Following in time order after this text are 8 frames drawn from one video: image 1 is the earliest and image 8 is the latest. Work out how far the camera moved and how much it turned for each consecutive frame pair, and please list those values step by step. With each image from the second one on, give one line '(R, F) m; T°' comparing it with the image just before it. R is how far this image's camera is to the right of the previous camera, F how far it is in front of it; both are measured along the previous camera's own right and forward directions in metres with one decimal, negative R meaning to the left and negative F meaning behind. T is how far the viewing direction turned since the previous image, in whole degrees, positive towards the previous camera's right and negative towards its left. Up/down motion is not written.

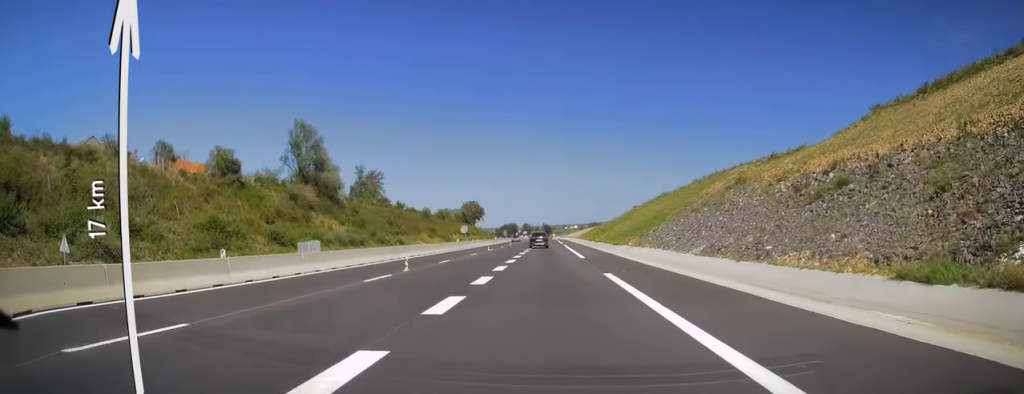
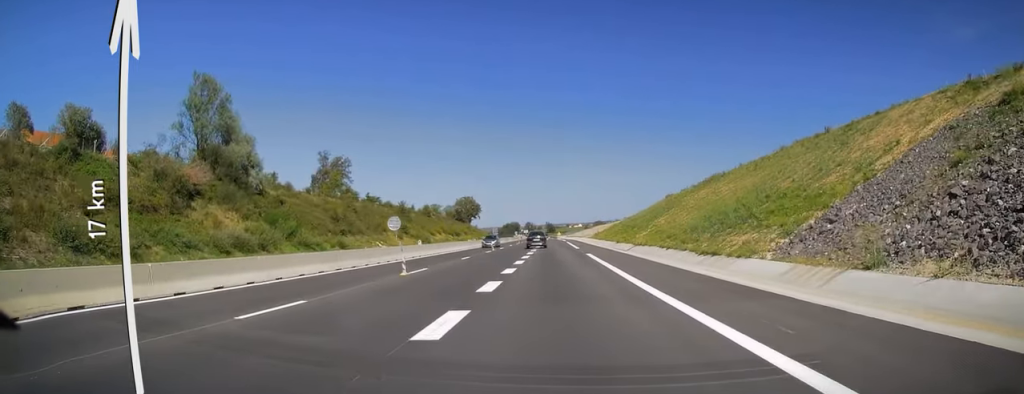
(-0.4, +35.3) m; -1°
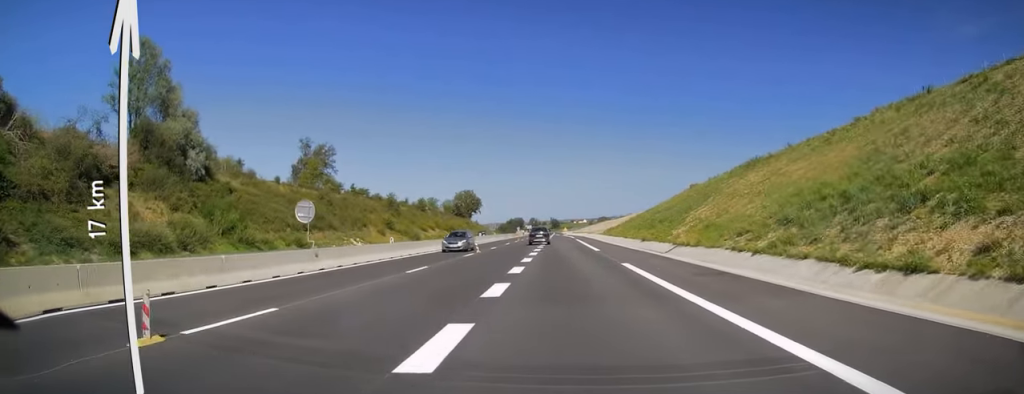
(0.0, +15.2) m; 0°
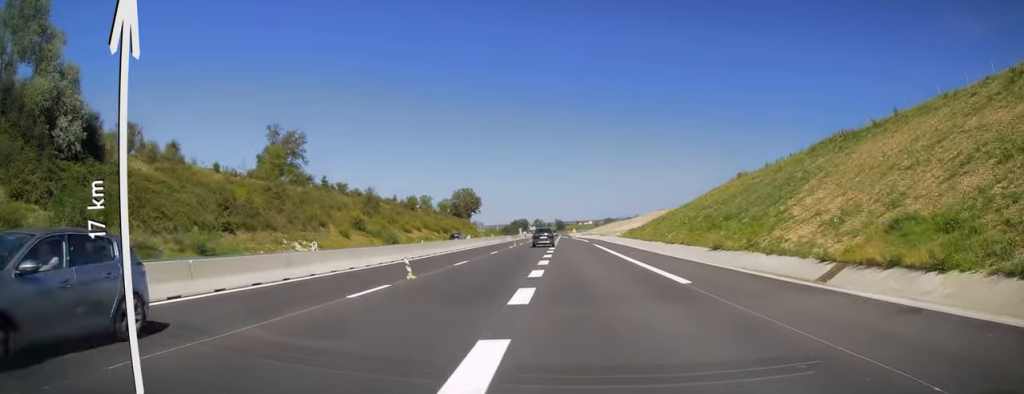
(+0.2, +20.9) m; 0°
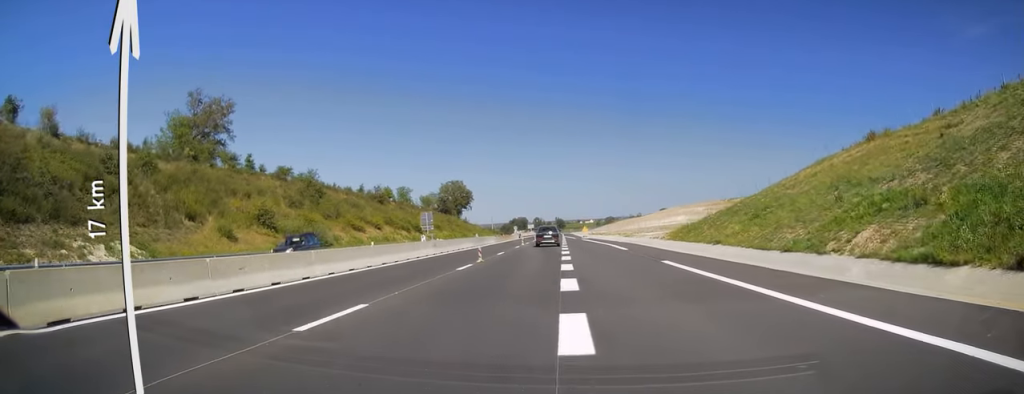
(-0.3, +30.9) m; 0°
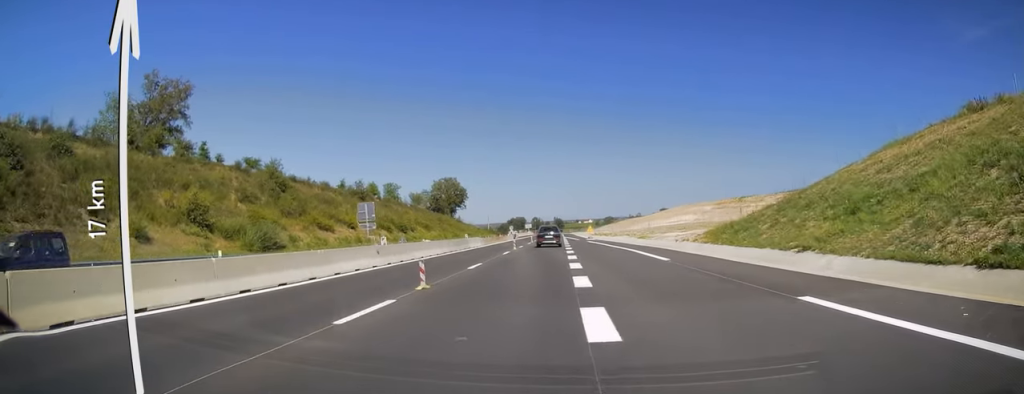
(+0.2, +12.2) m; 0°
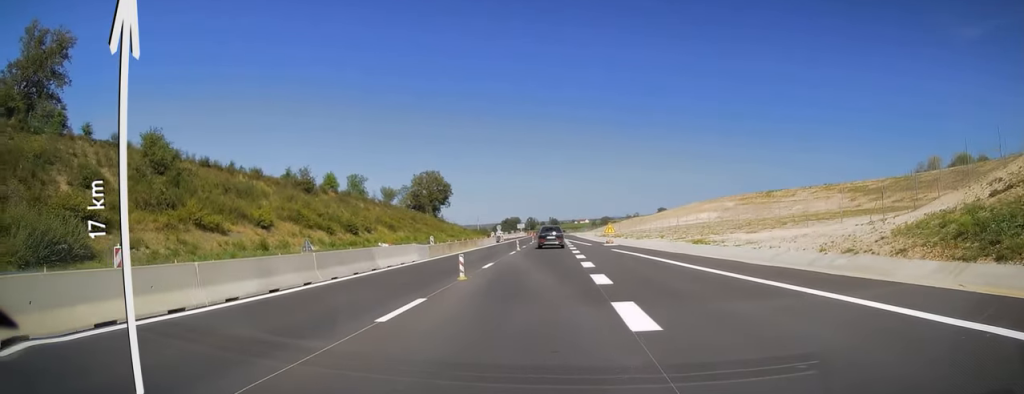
(-0.3, +25.6) m; 0°
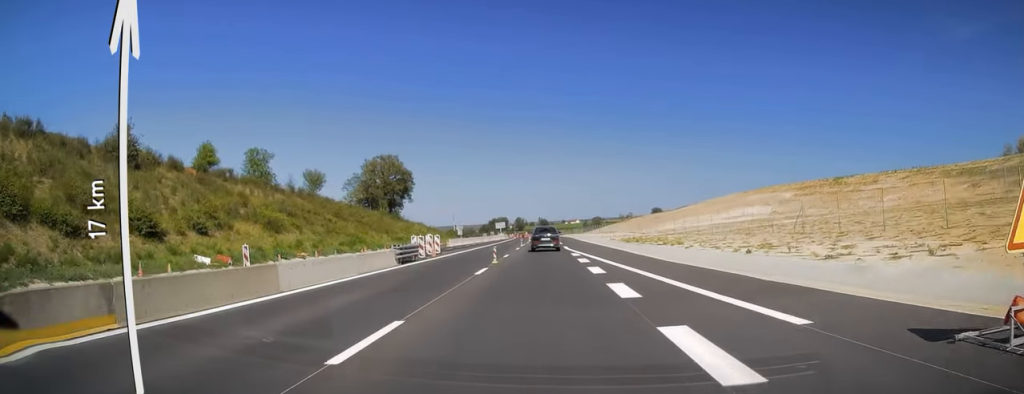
(+0.6, +41.9) m; +2°
